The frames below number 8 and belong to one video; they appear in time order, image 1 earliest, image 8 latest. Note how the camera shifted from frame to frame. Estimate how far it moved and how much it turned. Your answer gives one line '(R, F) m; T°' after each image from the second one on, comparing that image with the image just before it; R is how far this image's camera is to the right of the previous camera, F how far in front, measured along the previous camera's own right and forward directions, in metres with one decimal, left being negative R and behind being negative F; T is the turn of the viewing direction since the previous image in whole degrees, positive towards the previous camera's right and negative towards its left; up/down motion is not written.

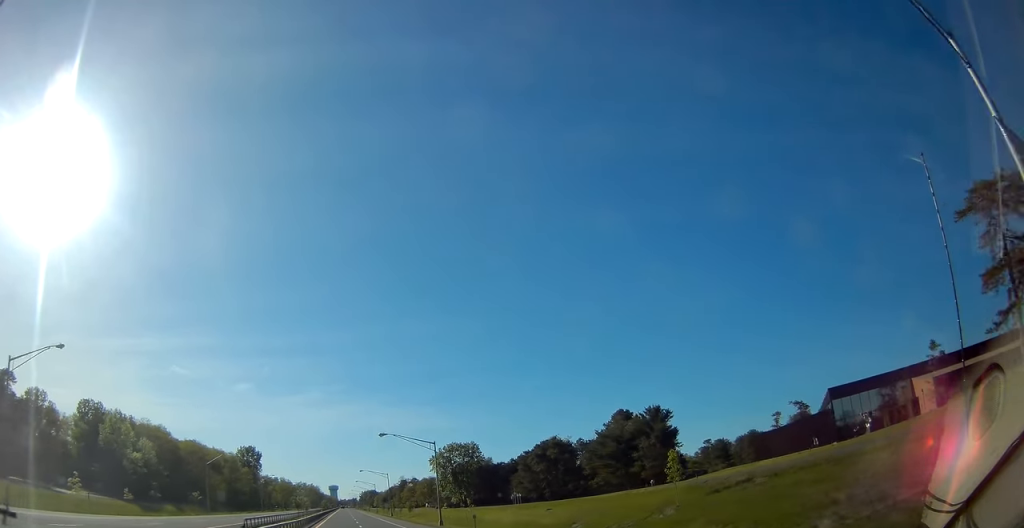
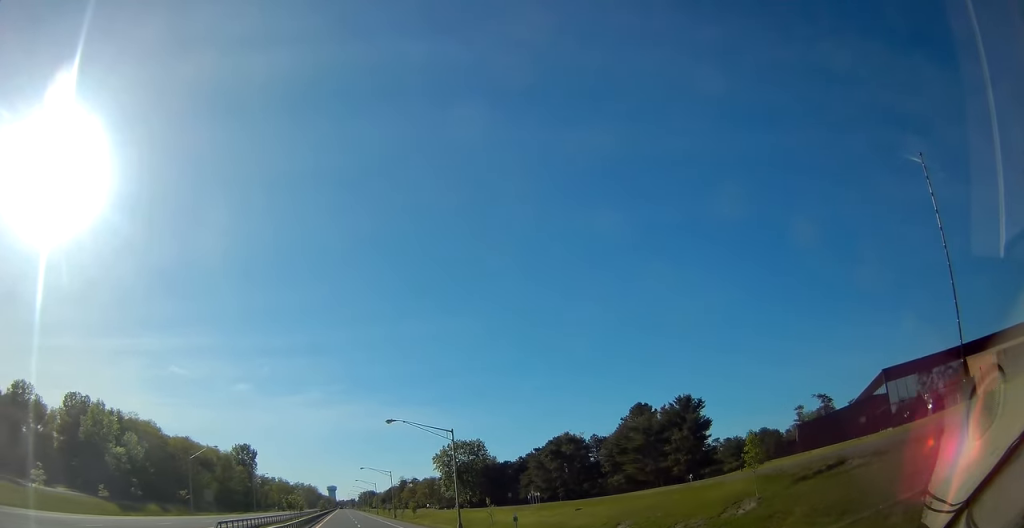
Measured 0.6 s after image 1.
(-0.1, +8.5) m; +1°
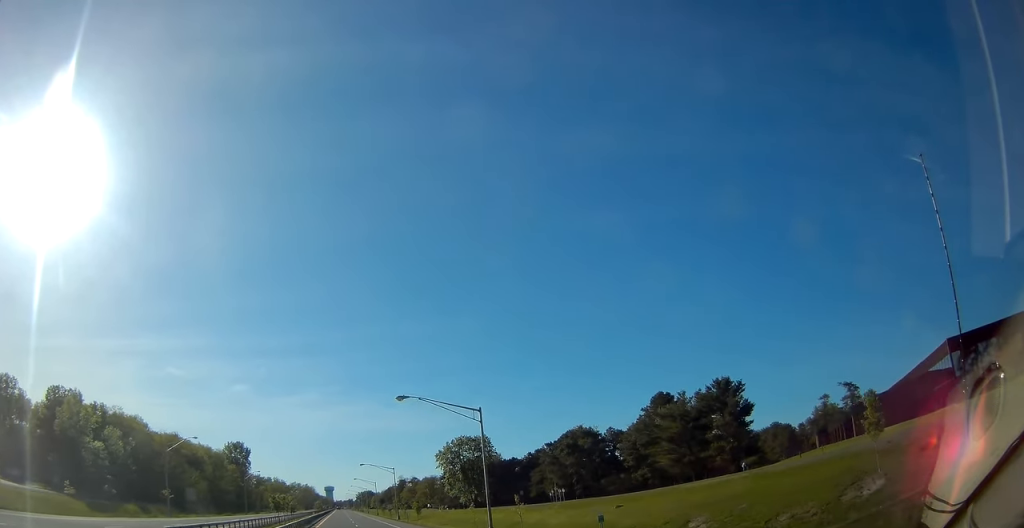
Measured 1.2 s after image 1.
(+0.2, +9.6) m; +1°
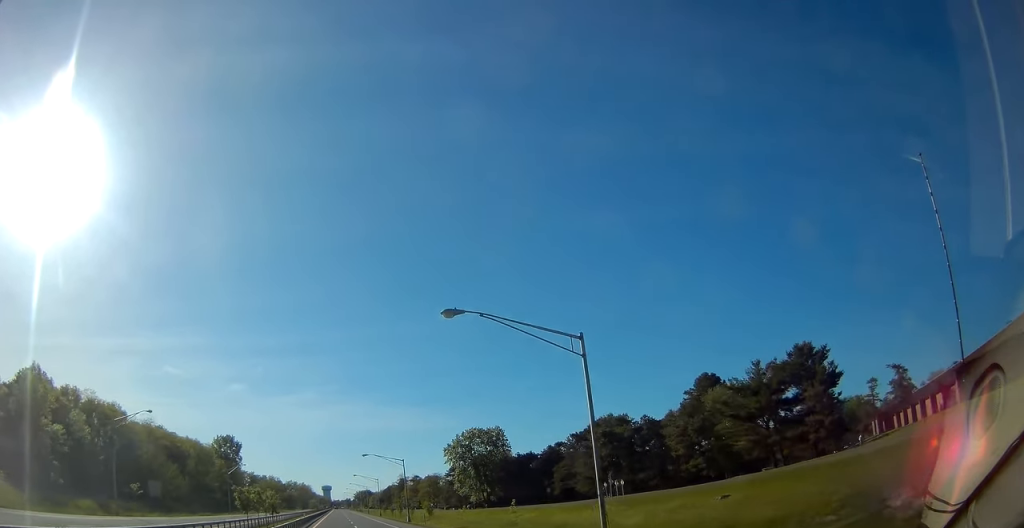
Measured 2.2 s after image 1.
(+0.1, +15.4) m; 0°
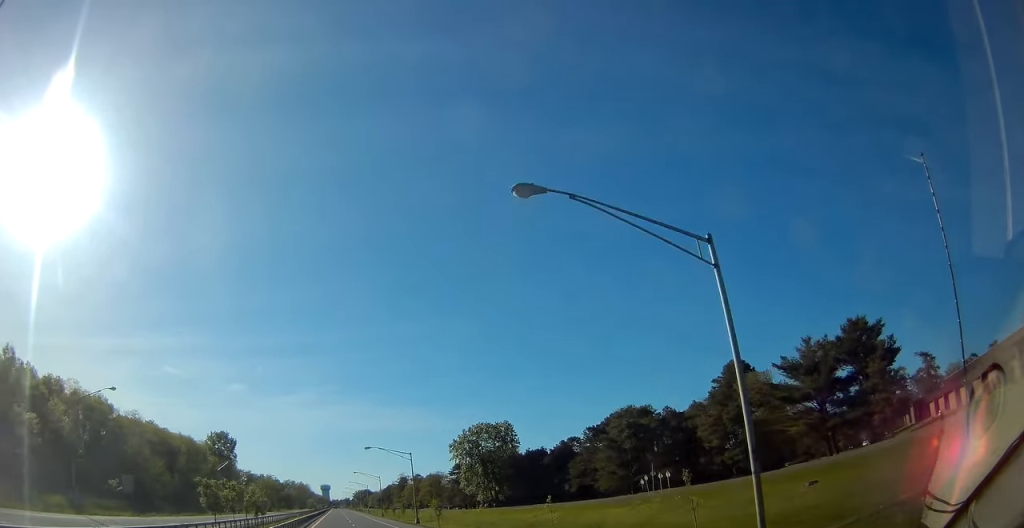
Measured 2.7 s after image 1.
(0.0, +8.2) m; 0°
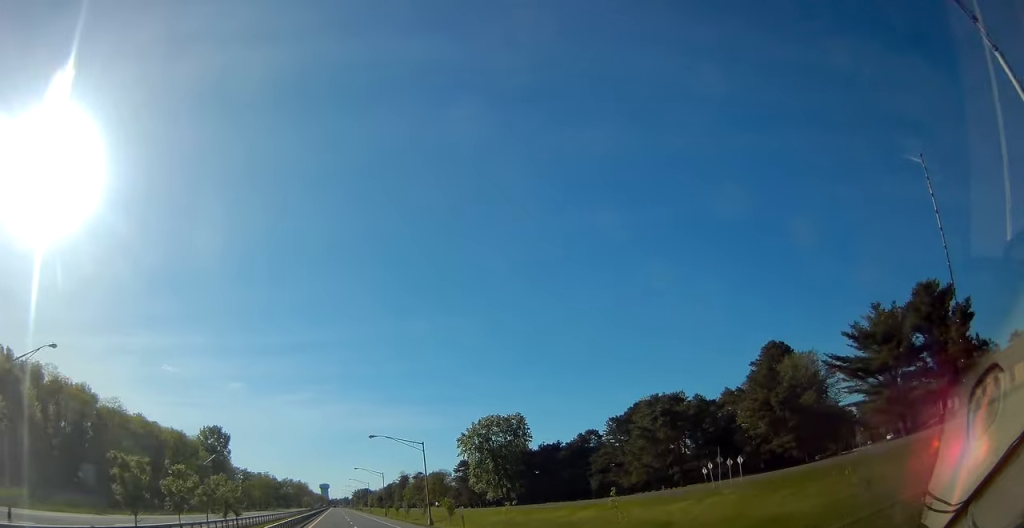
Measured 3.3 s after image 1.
(-0.1, +9.7) m; 0°
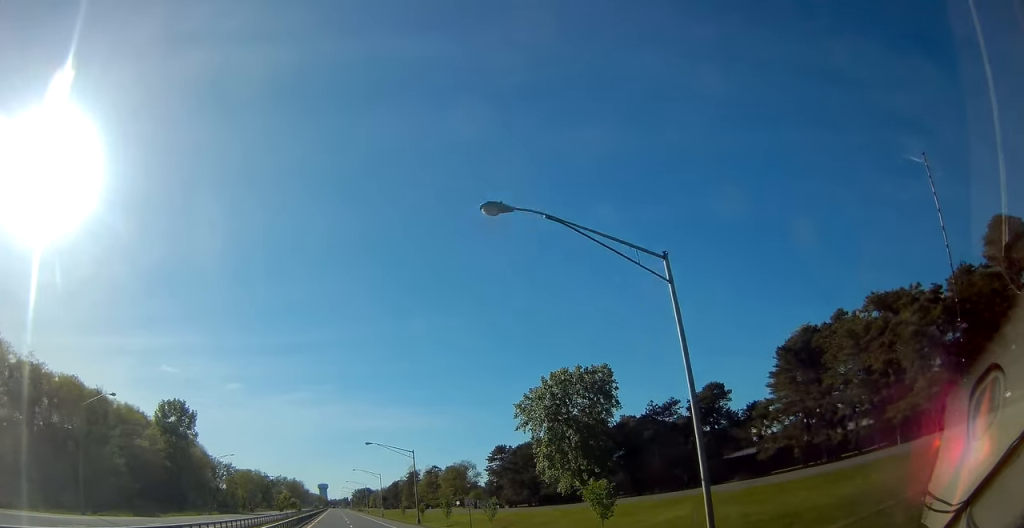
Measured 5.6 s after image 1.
(+0.3, +42.7) m; +1°
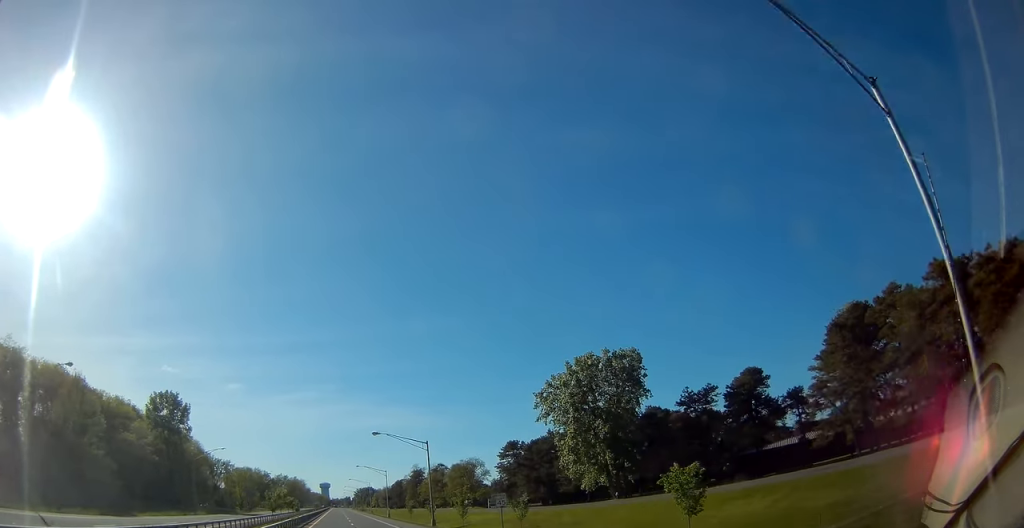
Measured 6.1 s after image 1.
(0.0, +8.3) m; 0°
